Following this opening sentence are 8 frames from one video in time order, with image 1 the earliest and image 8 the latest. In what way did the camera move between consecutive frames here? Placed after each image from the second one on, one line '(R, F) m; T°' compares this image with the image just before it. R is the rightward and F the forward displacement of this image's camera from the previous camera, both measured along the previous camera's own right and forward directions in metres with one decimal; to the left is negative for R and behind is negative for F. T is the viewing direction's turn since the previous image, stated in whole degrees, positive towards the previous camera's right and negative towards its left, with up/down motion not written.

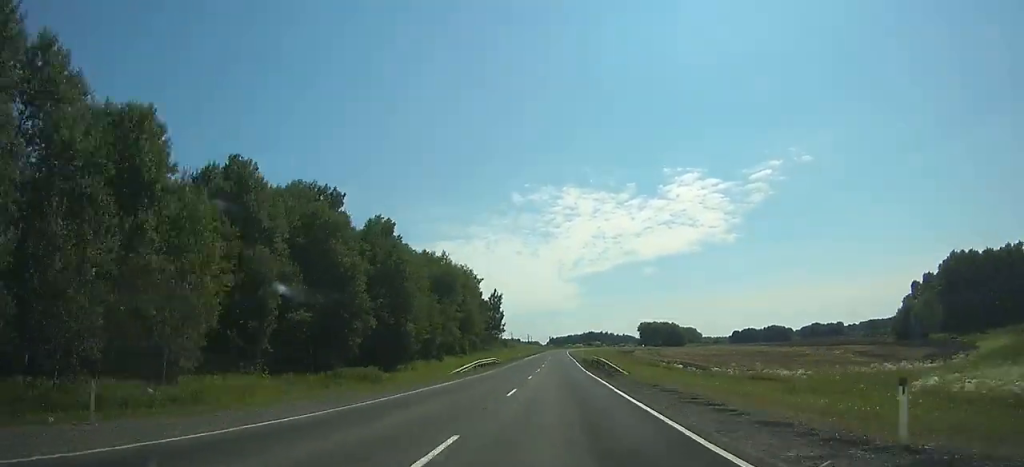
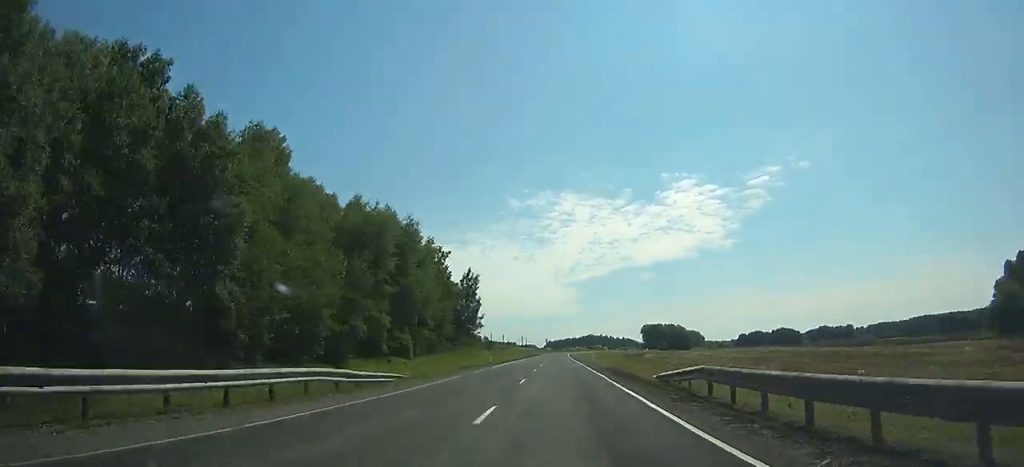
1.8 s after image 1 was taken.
(-0.2, +44.1) m; 0°
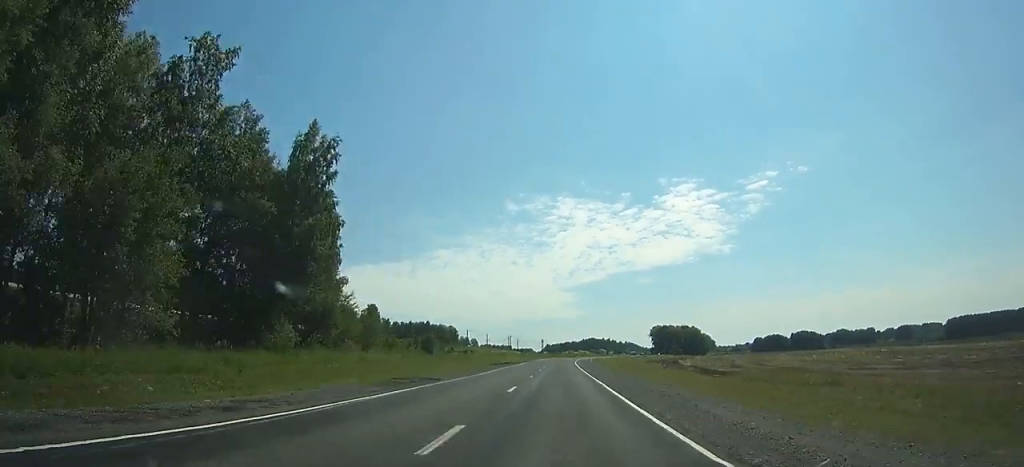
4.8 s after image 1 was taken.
(+0.1, +74.6) m; +1°
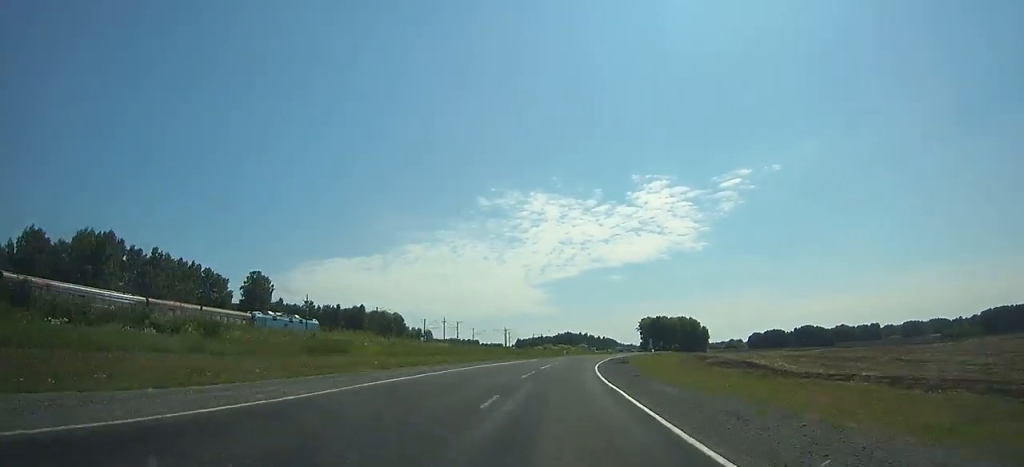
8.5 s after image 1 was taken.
(+1.6, +90.7) m; +4°
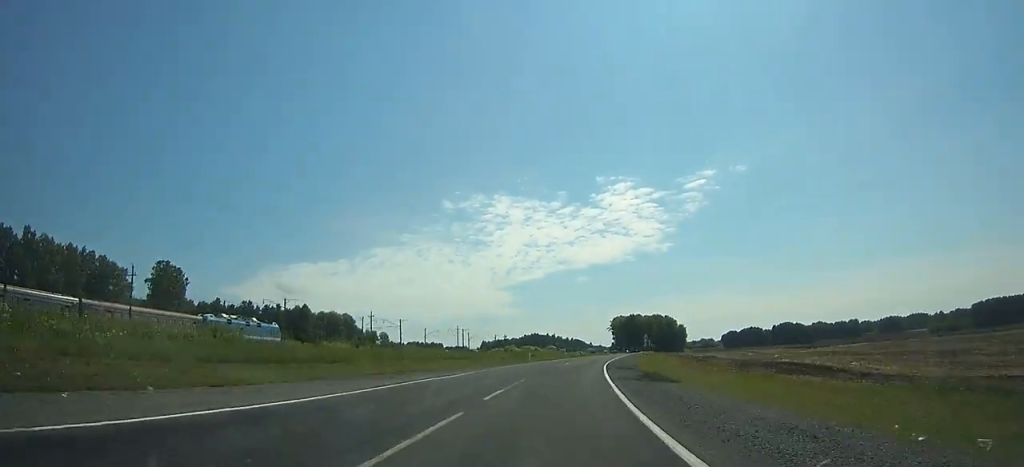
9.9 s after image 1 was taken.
(-0.2, +33.6) m; +3°
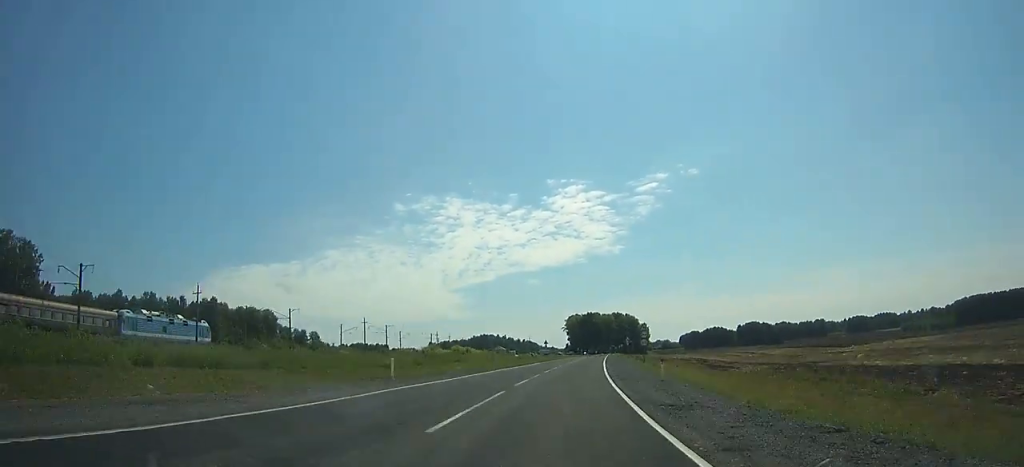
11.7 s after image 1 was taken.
(+2.0, +41.4) m; +3°
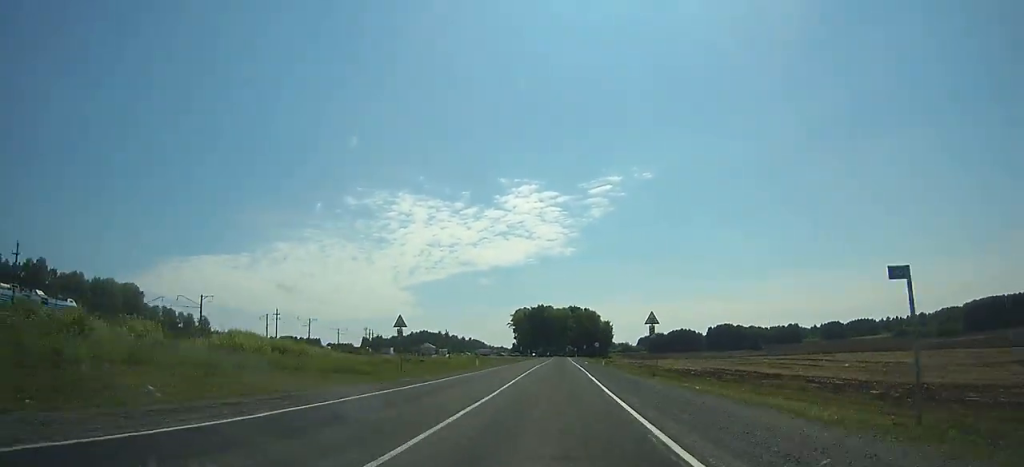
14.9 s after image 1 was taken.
(+3.6, +70.0) m; +4°
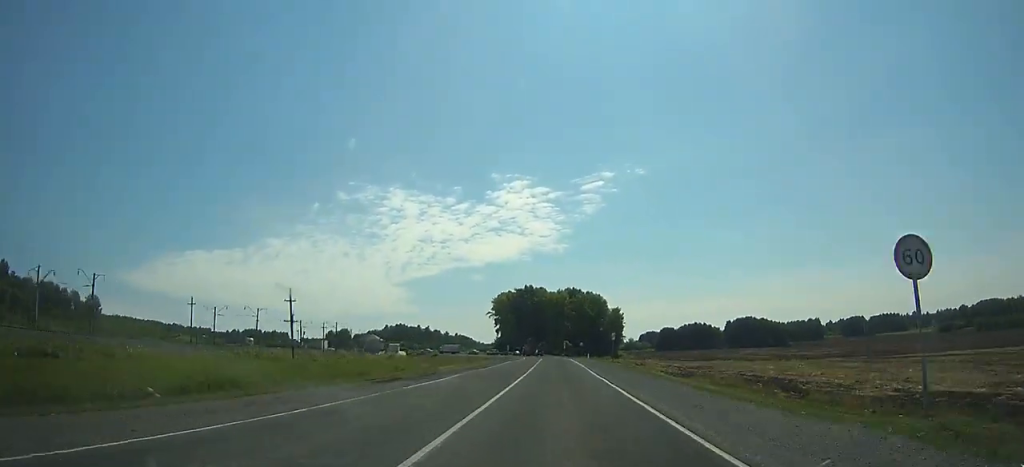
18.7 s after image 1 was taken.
(+1.2, +74.6) m; +1°
